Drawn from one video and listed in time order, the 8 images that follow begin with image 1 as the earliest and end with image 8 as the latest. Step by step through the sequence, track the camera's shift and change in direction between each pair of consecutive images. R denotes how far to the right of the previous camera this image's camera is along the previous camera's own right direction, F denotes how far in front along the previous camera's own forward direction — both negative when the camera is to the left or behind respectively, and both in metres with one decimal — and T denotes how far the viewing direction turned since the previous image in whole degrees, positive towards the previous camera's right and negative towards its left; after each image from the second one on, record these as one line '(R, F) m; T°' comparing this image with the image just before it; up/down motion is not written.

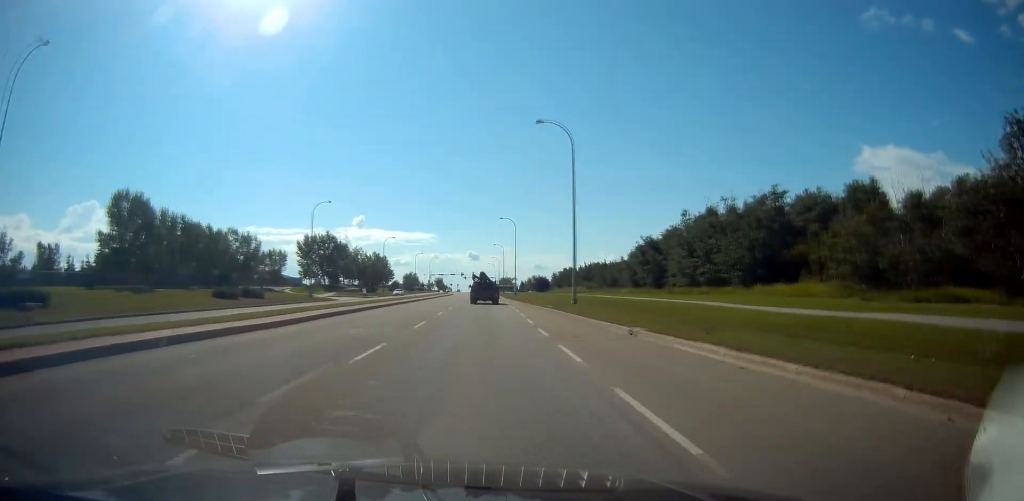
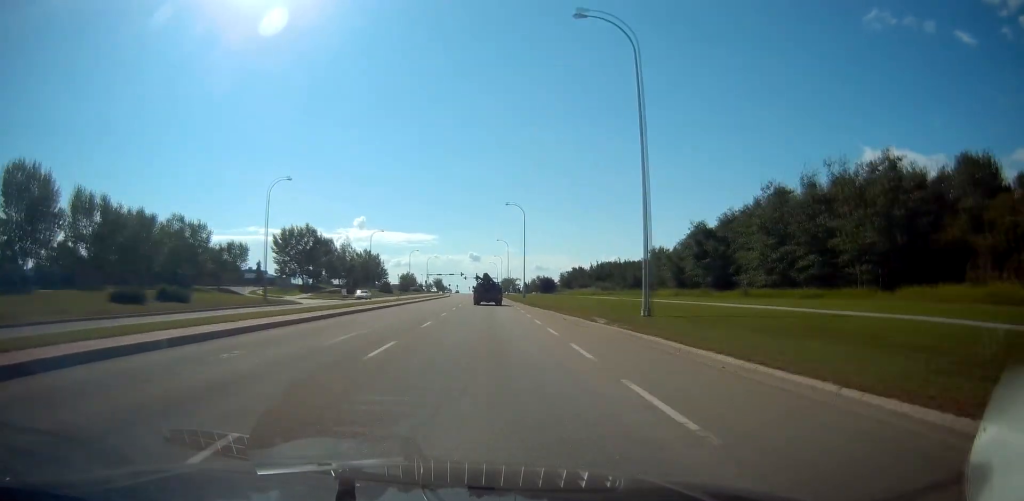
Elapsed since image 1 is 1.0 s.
(0.0, +16.8) m; 0°
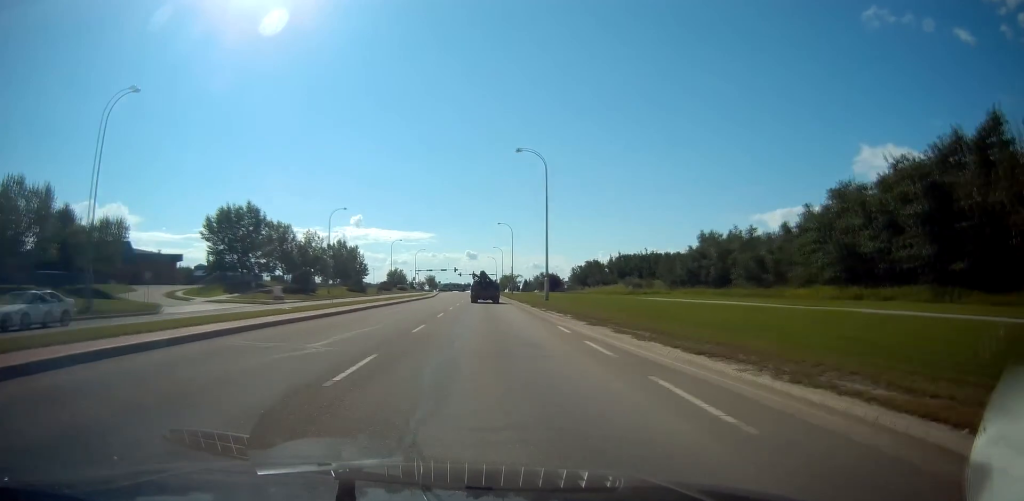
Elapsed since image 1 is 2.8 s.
(0.0, +29.1) m; 0°
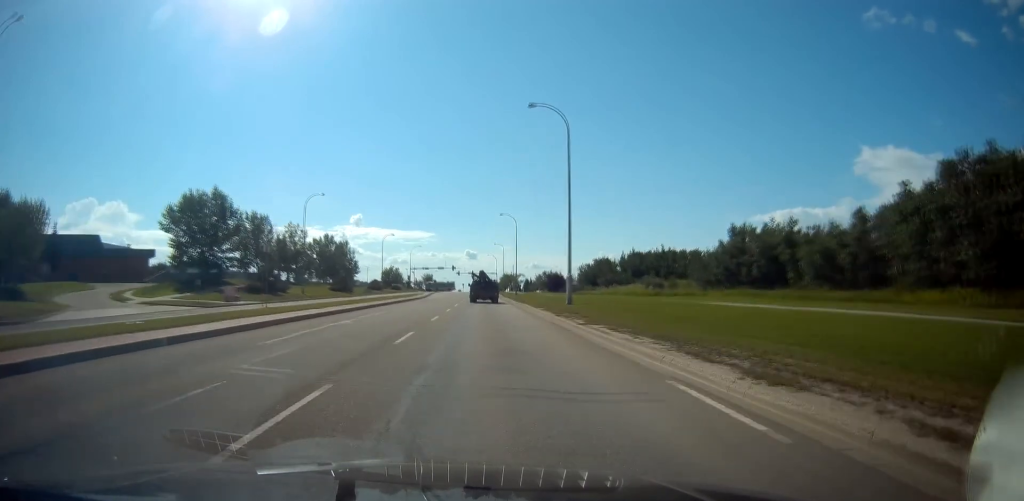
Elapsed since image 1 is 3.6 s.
(0.0, +12.2) m; 0°
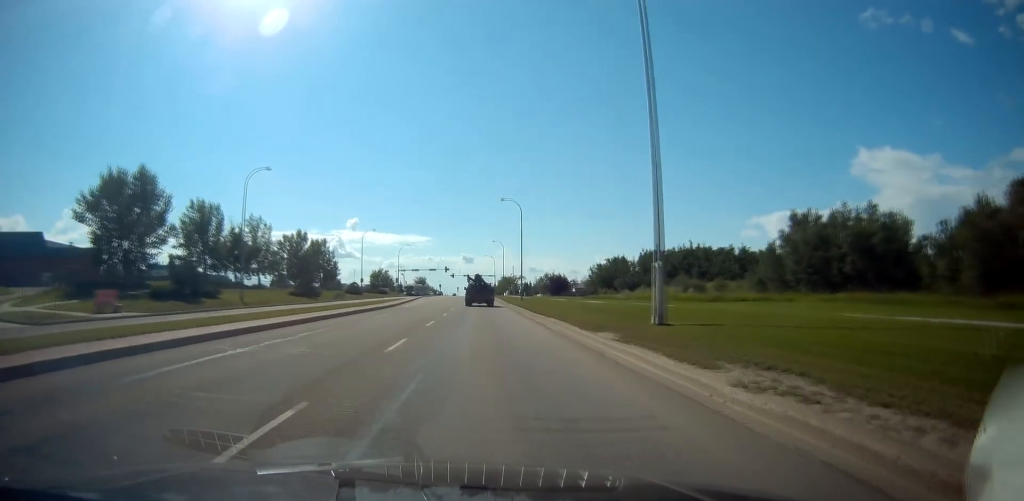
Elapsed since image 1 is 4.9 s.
(+0.3, +18.2) m; +2°
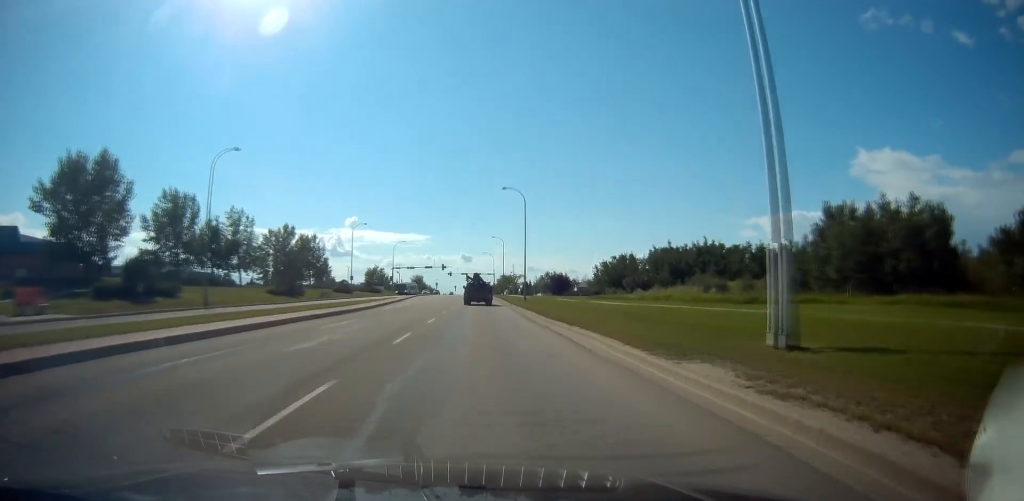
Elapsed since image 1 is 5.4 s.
(+0.2, +7.4) m; 0°
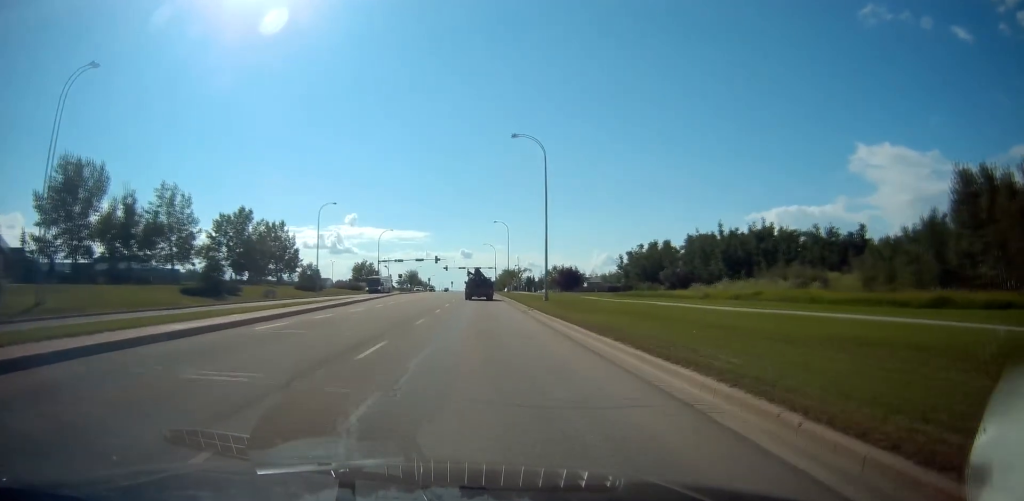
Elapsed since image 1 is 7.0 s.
(-0.6, +21.0) m; -1°
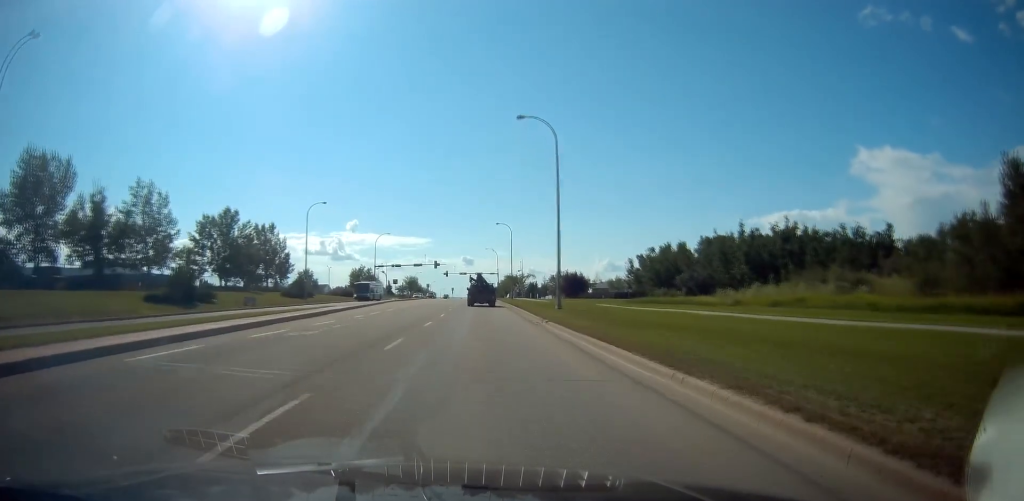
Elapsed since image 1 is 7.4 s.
(-0.1, +6.1) m; +1°
